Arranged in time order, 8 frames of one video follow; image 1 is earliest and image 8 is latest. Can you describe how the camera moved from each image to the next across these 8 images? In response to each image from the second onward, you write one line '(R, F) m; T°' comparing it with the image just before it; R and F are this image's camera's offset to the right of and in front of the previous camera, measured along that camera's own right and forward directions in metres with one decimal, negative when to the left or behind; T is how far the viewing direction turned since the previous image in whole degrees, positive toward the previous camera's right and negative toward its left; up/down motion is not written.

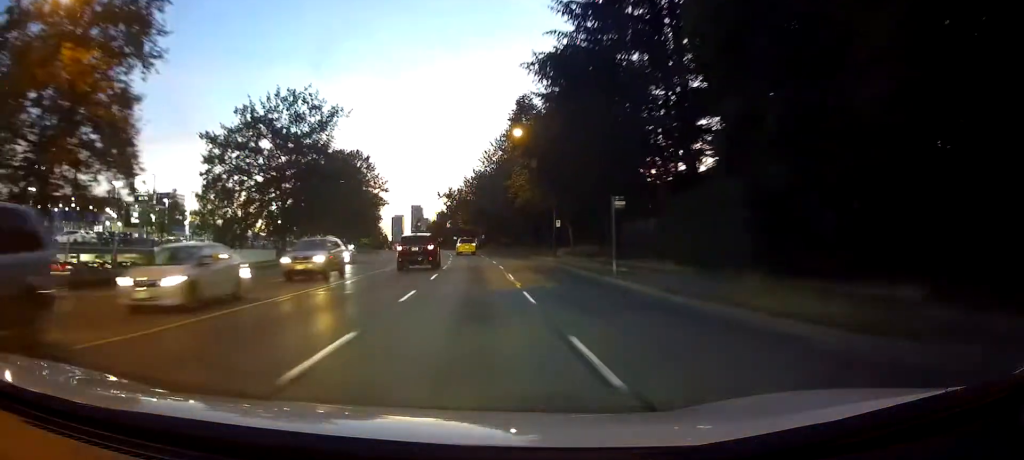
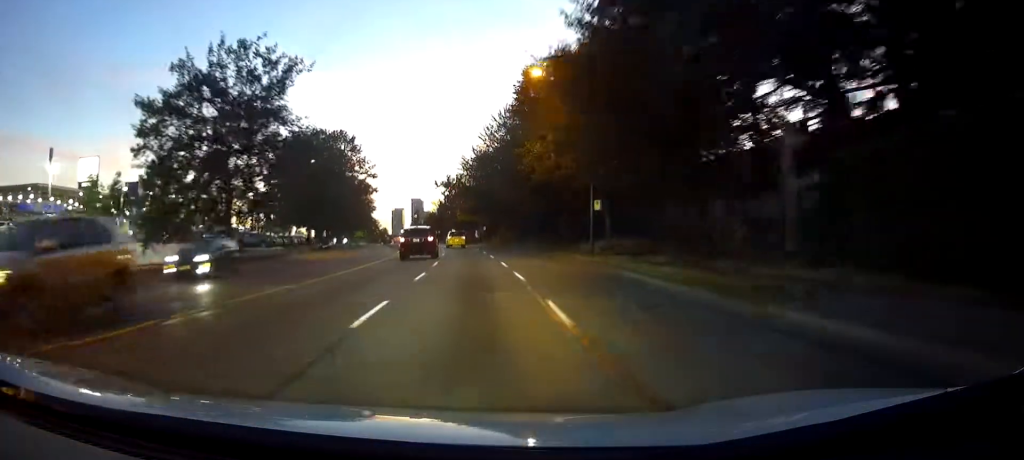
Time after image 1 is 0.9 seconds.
(-0.1, +14.4) m; 0°
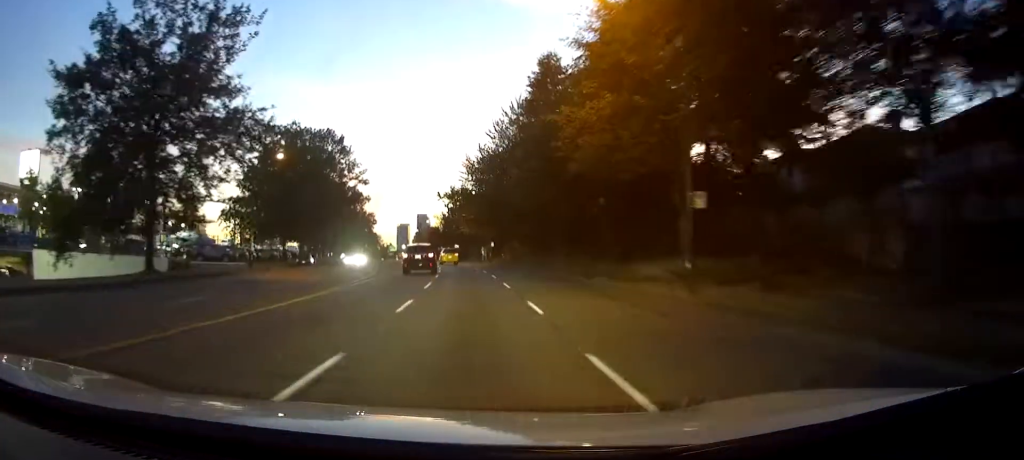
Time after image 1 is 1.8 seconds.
(+0.1, +13.2) m; 0°
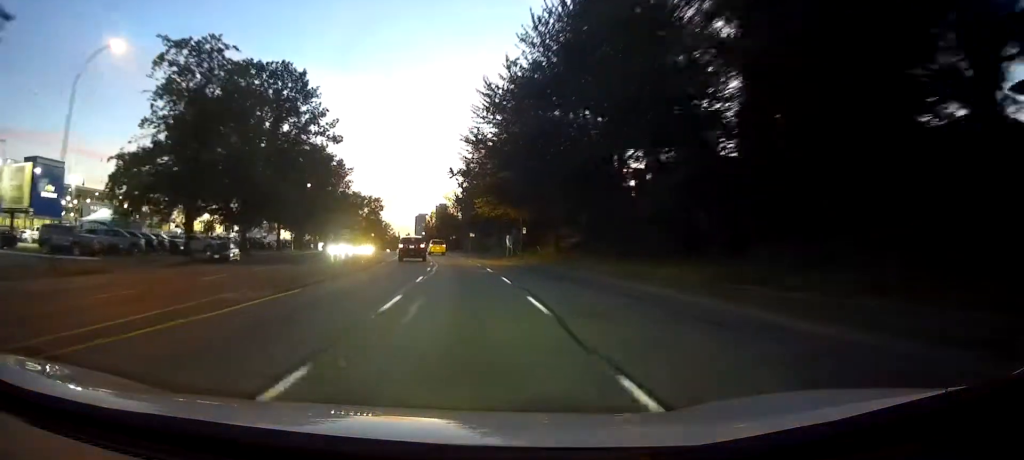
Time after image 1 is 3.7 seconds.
(-0.5, +28.3) m; -2°
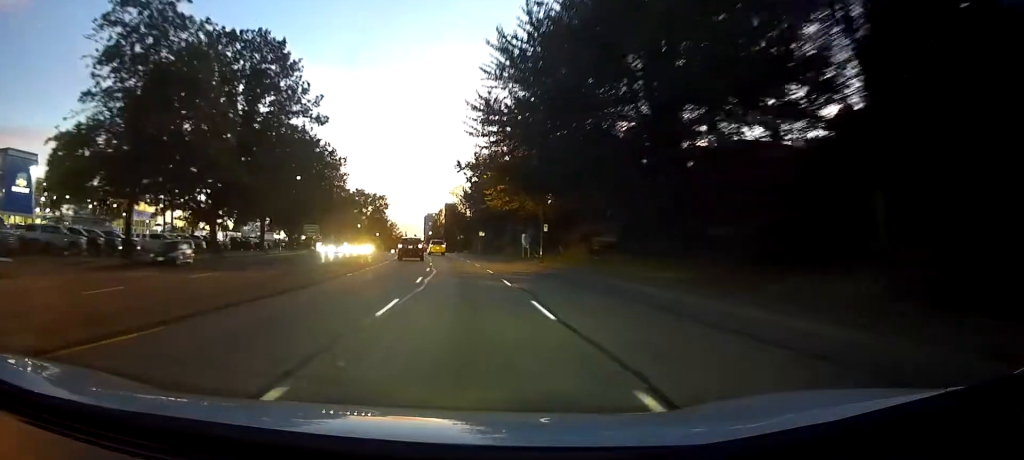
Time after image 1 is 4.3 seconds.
(0.0, +9.6) m; -1°
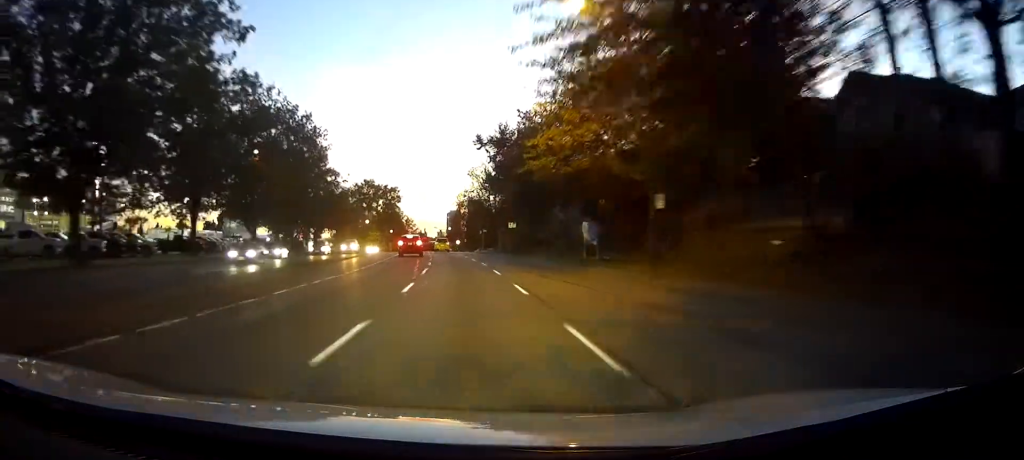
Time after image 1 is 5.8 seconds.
(-0.4, +22.6) m; -2°
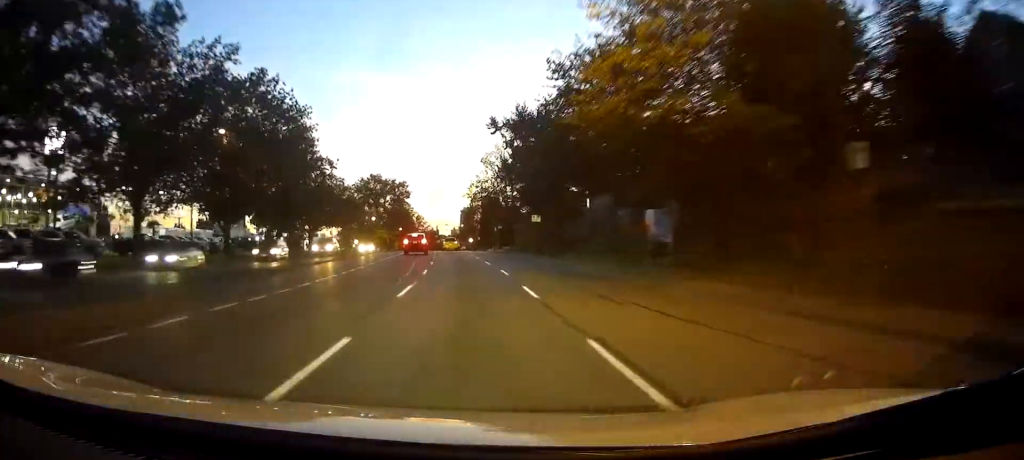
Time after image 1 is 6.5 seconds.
(0.0, +10.7) m; -1°
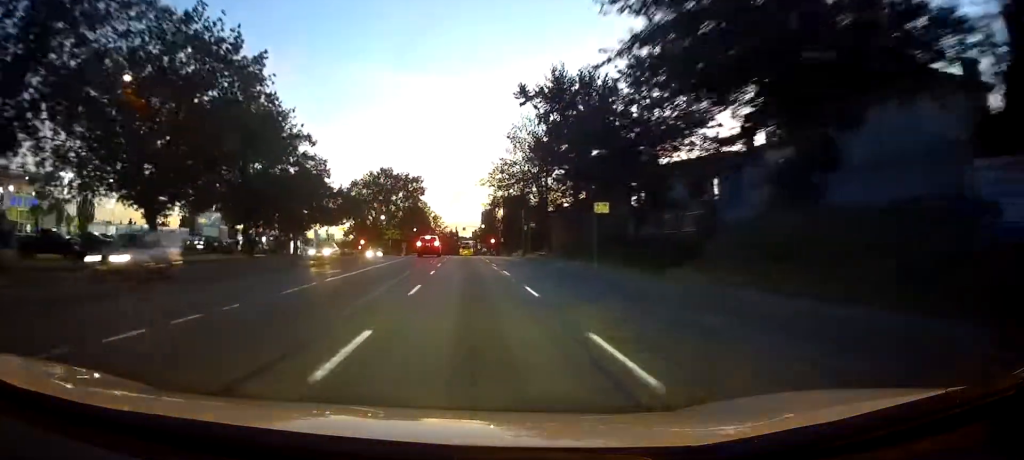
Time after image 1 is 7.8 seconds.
(-0.3, +16.7) m; -2°
